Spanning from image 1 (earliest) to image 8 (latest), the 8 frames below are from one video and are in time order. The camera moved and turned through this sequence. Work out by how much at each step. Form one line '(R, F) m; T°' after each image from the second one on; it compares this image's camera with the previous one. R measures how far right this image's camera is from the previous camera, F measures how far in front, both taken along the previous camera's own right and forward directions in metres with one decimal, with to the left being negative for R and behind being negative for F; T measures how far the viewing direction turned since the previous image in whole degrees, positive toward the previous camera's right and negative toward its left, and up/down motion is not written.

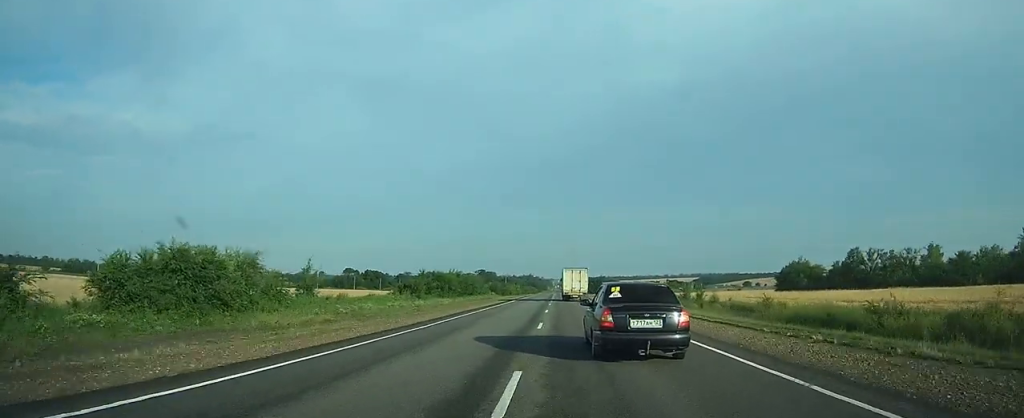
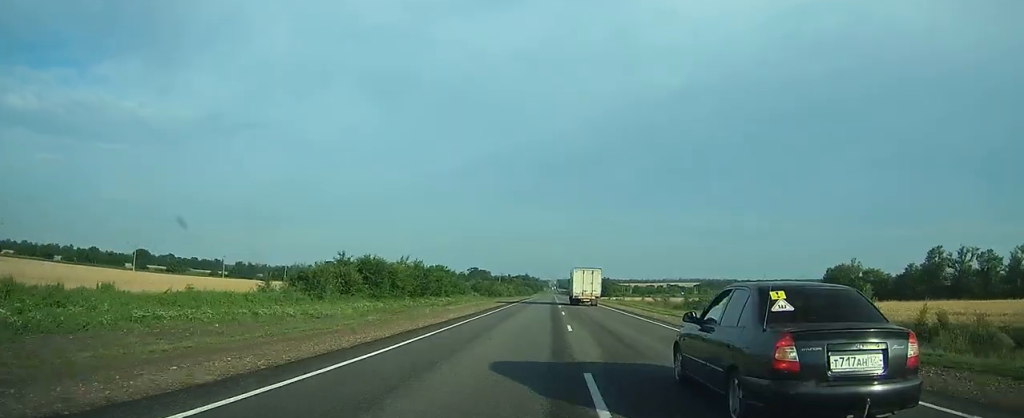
(-0.1, +35.0) m; 0°
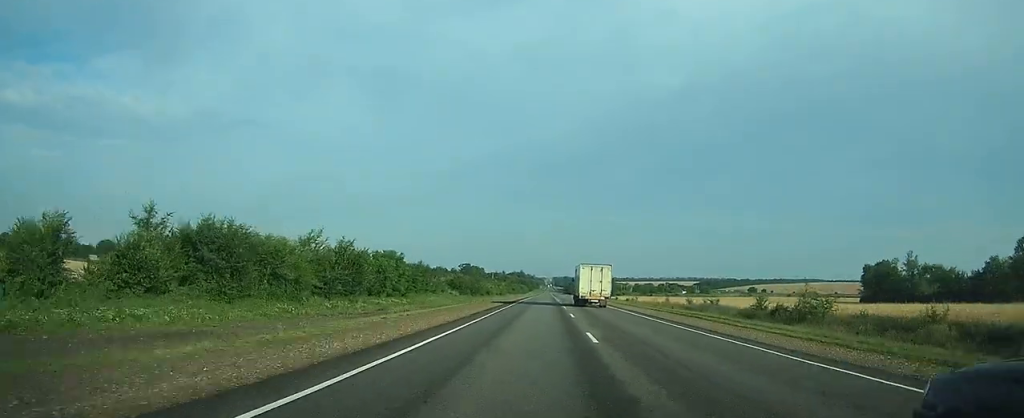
(0.0, +27.2) m; 0°
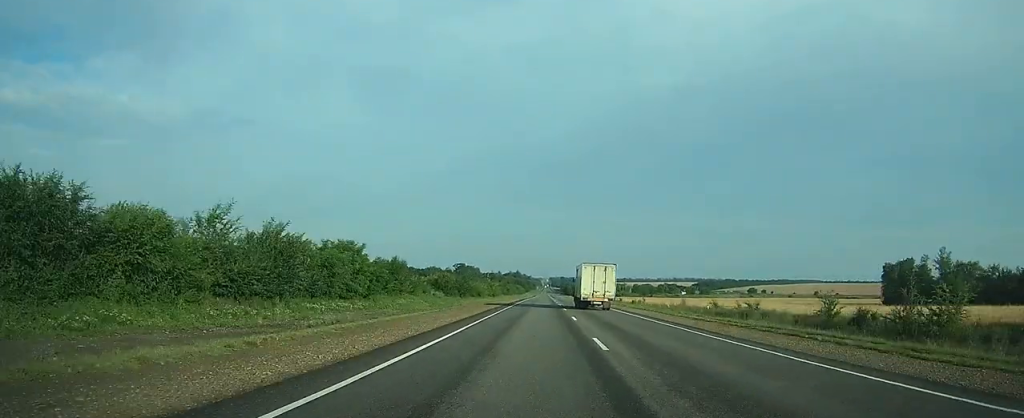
(0.0, +13.1) m; 0°
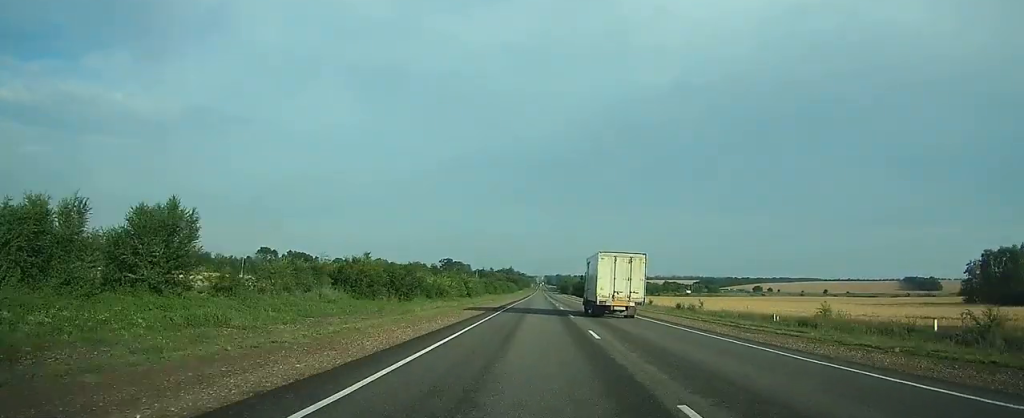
(+0.3, +44.0) m; +1°
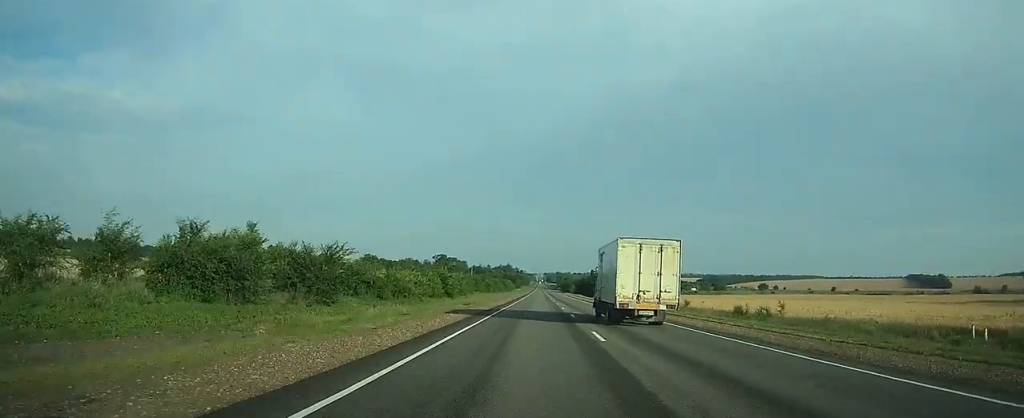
(0.0, +24.9) m; 0°
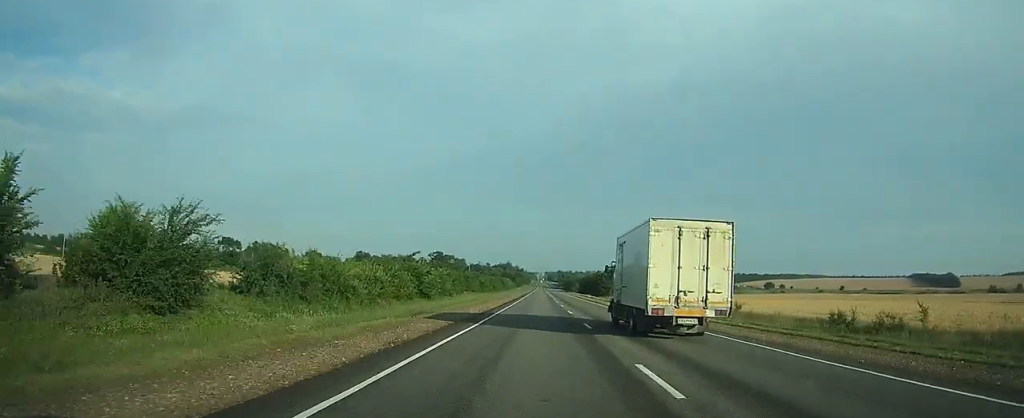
(0.0, +19.2) m; 0°
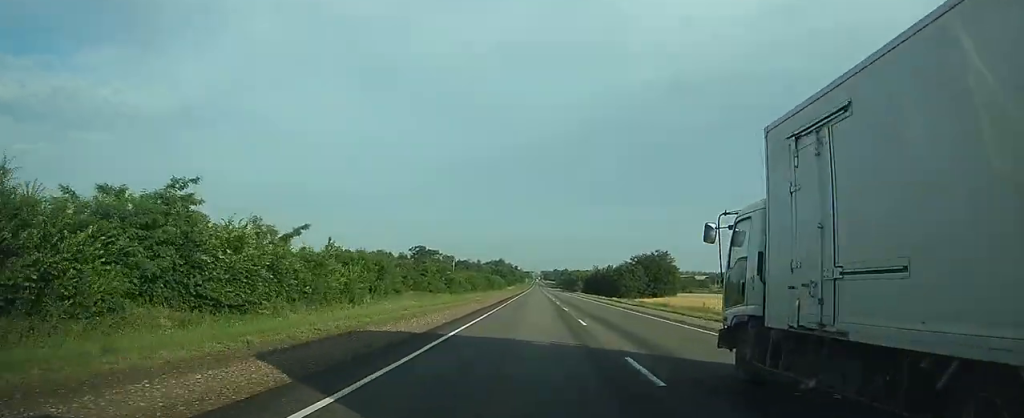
(0.0, +46.4) m; 0°
